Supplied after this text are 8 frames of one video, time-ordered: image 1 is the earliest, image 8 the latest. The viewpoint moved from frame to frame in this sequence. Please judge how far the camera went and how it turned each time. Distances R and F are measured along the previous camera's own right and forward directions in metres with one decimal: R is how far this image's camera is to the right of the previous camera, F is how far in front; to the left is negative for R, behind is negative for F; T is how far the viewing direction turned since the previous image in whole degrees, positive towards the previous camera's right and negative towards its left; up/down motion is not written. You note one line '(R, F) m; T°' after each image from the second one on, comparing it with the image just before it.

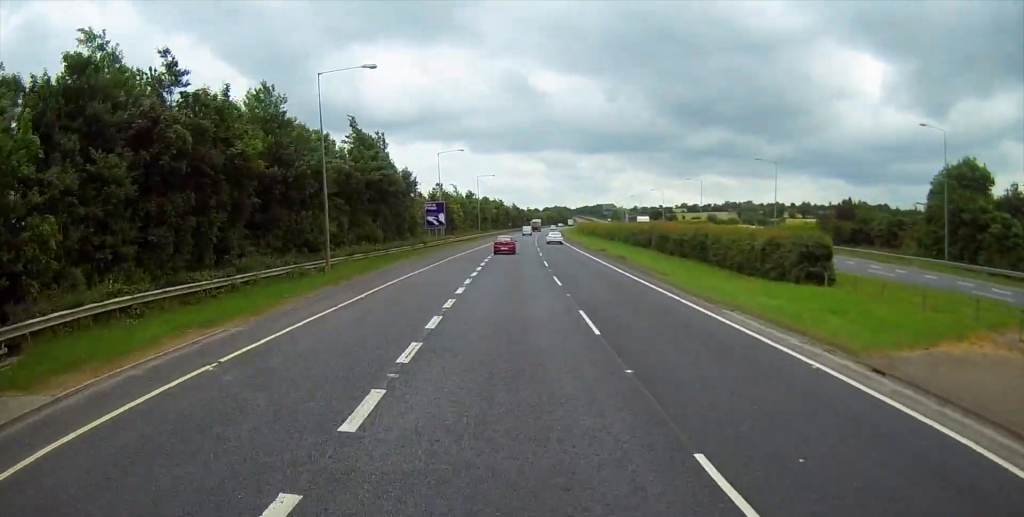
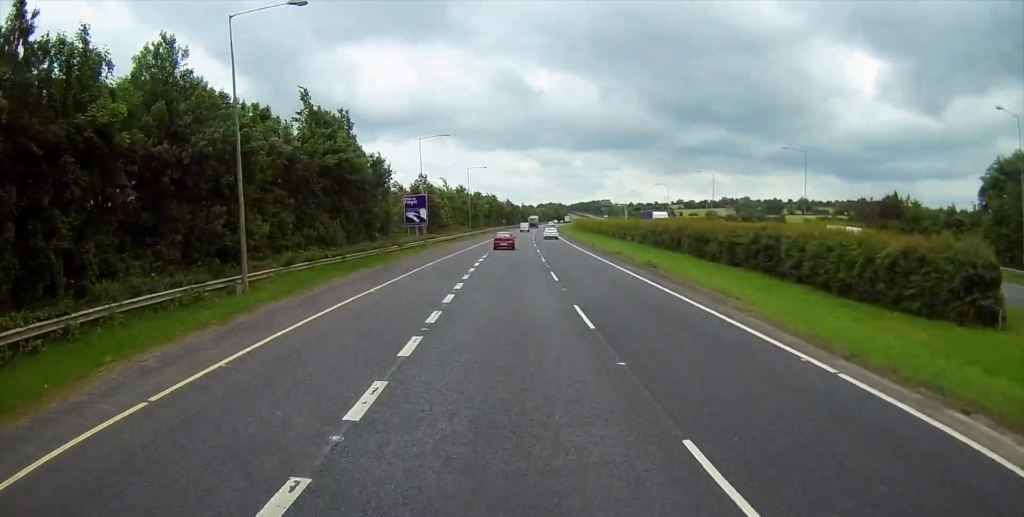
(0.0, +11.6) m; 0°
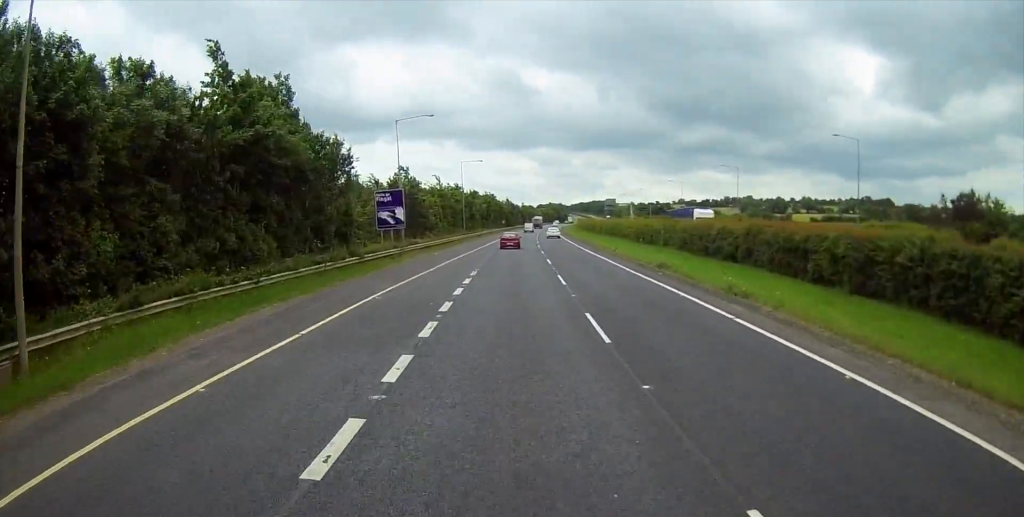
(-0.1, +14.0) m; 0°
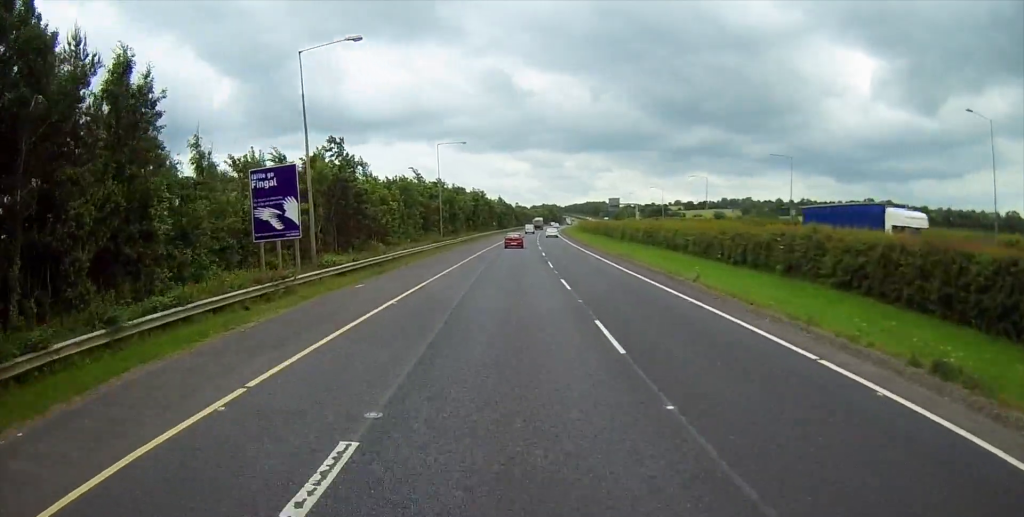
(0.0, +25.0) m; +1°
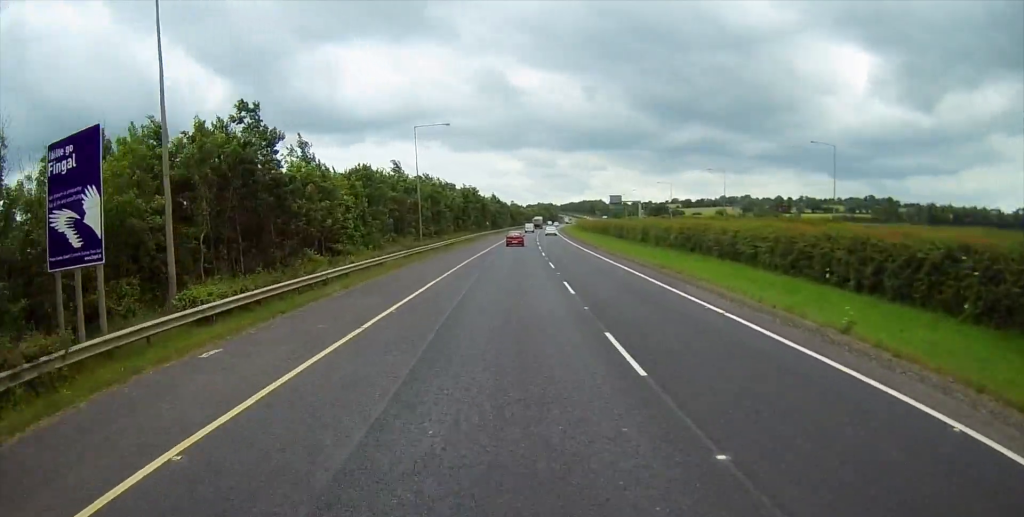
(+0.2, +14.2) m; +1°
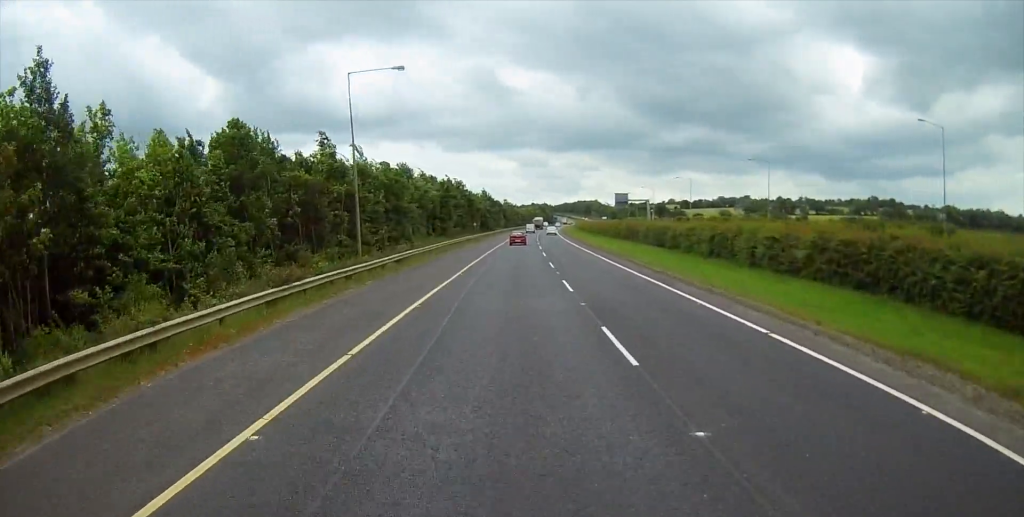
(+0.2, +23.9) m; 0°
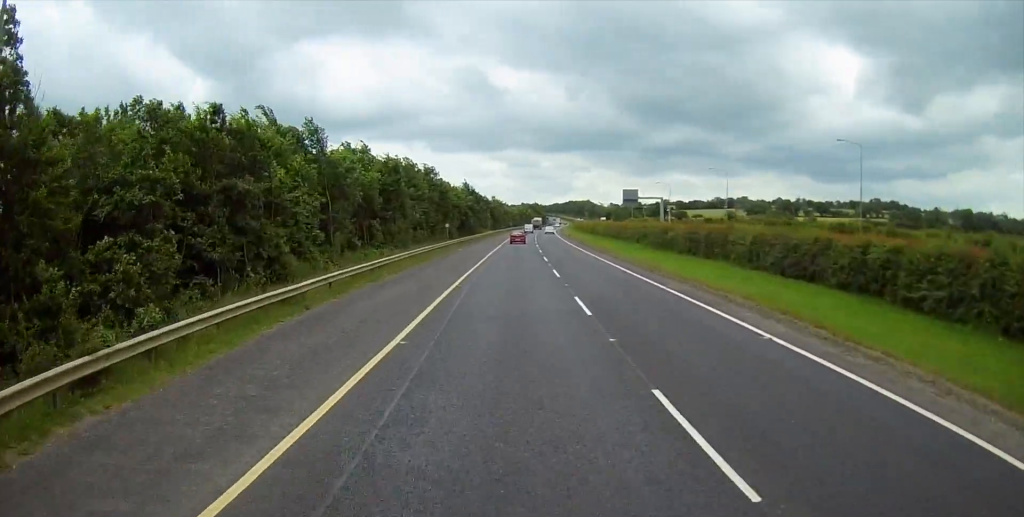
(-0.1, +30.1) m; +1°
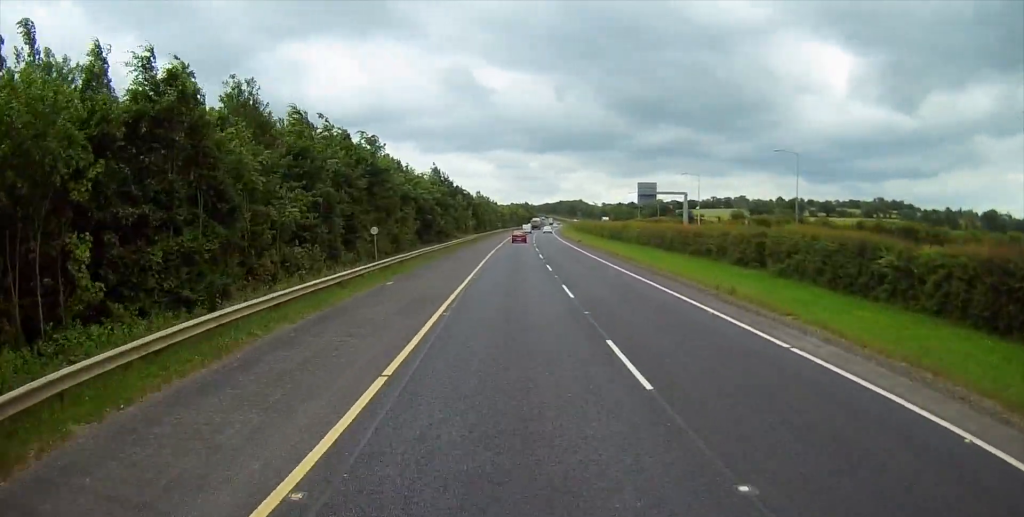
(+0.5, +32.2) m; +1°
